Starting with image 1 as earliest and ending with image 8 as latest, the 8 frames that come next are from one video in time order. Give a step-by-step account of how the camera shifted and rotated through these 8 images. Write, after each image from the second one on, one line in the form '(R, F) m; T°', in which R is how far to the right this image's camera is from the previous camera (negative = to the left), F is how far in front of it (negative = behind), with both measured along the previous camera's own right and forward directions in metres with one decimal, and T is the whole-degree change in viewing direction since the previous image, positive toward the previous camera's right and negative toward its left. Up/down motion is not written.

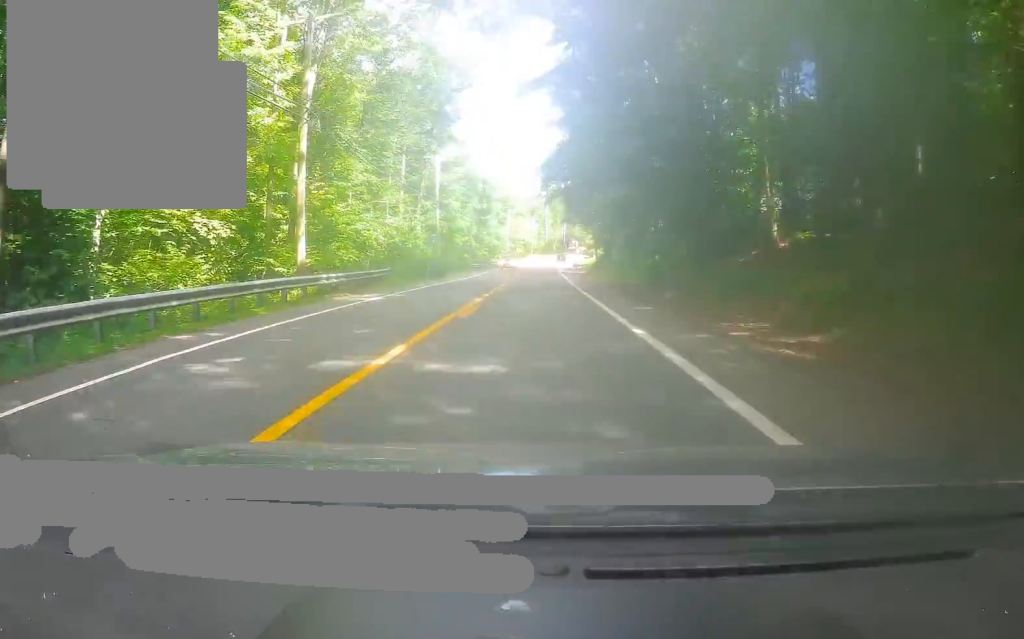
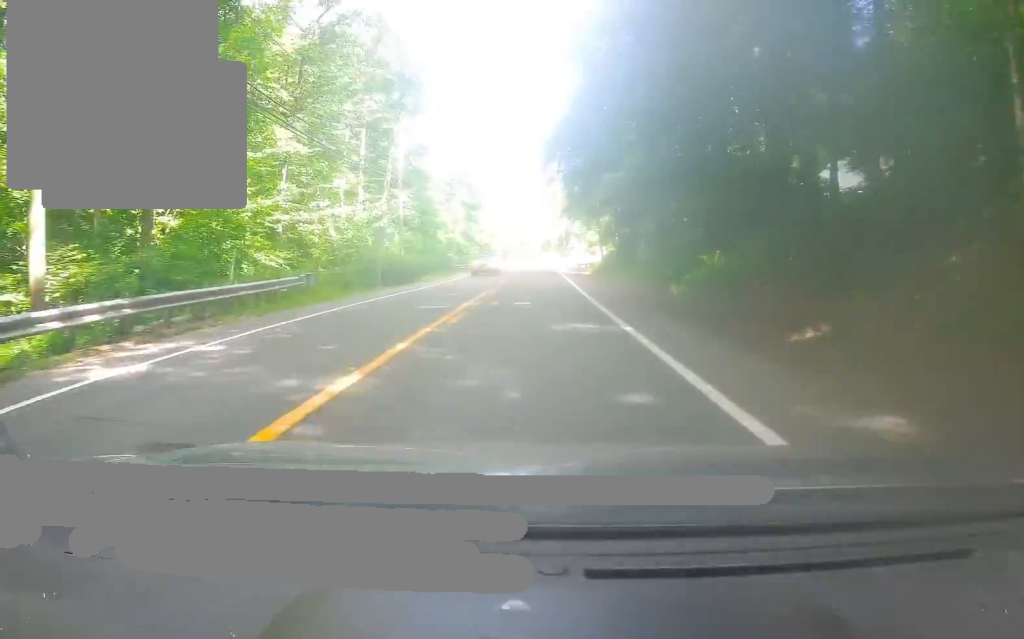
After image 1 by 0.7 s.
(-0.5, +14.9) m; -1°
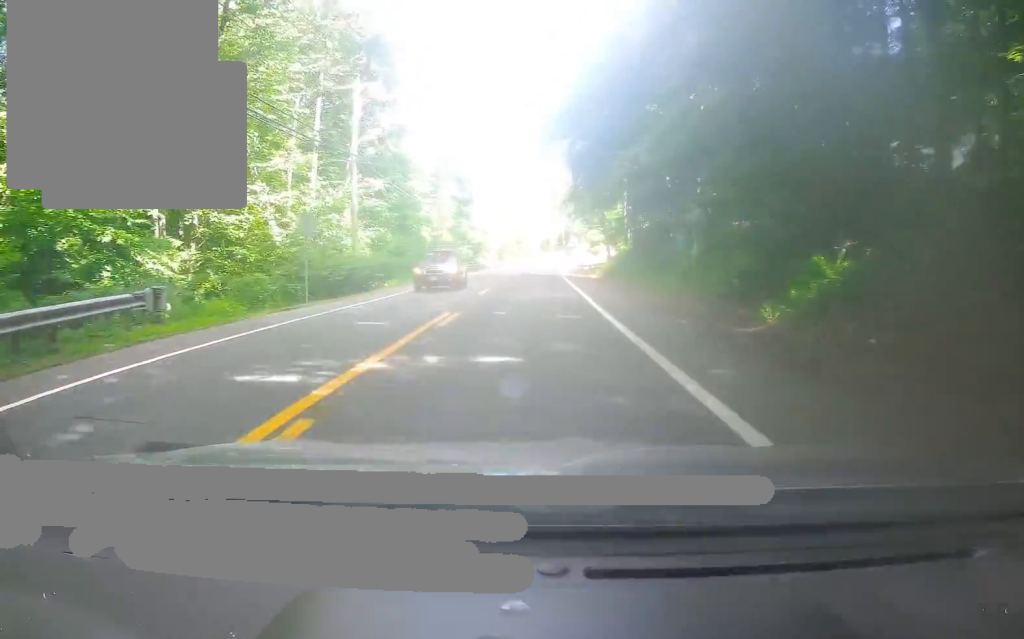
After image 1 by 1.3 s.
(0.0, +10.9) m; 0°
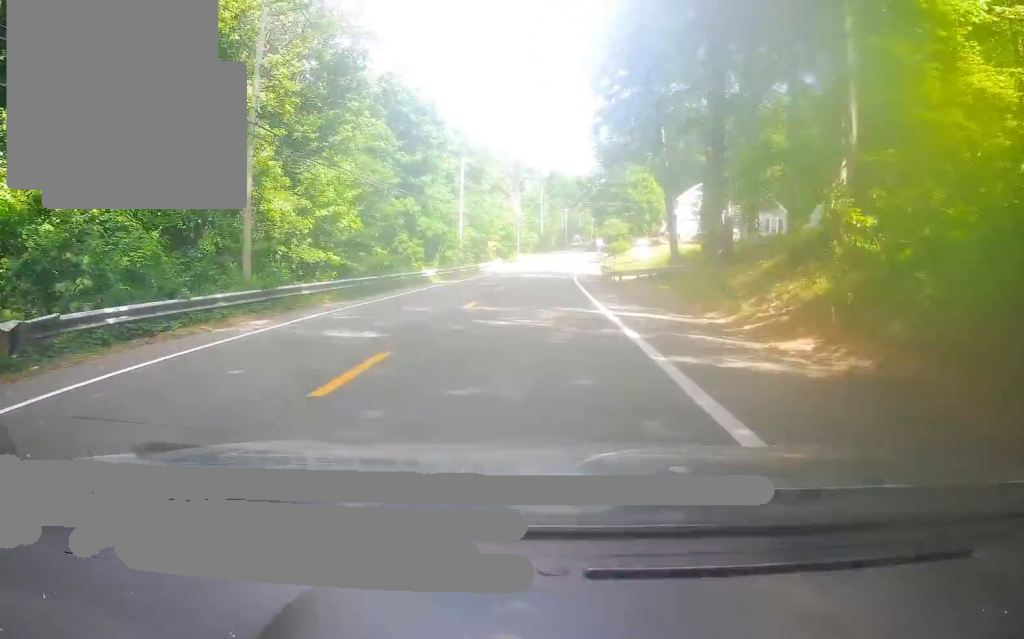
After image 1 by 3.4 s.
(-0.2, +43.1) m; 0°
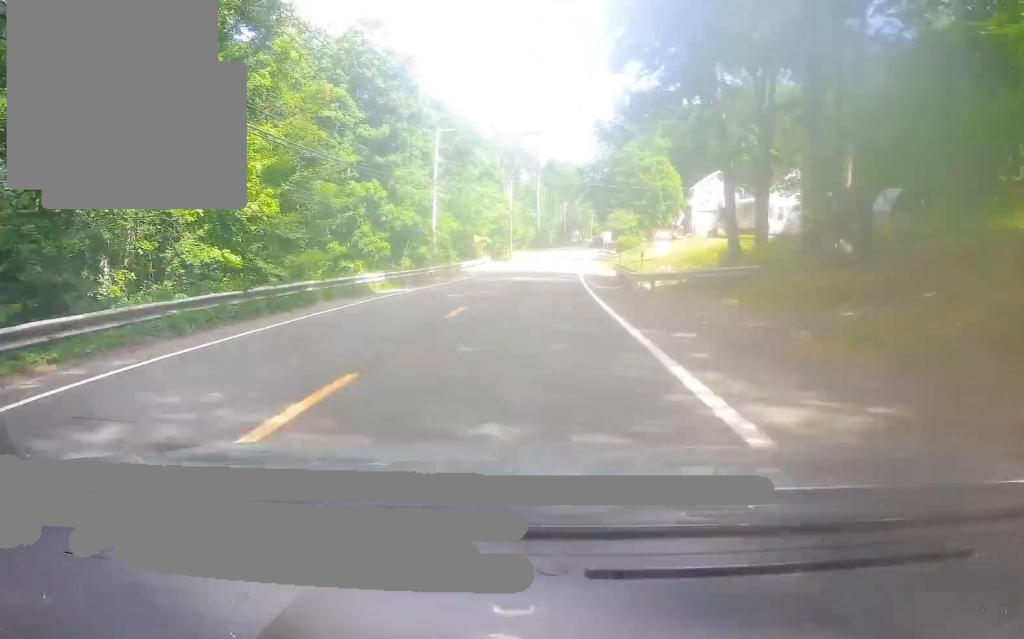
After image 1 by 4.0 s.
(-0.1, +13.7) m; +1°
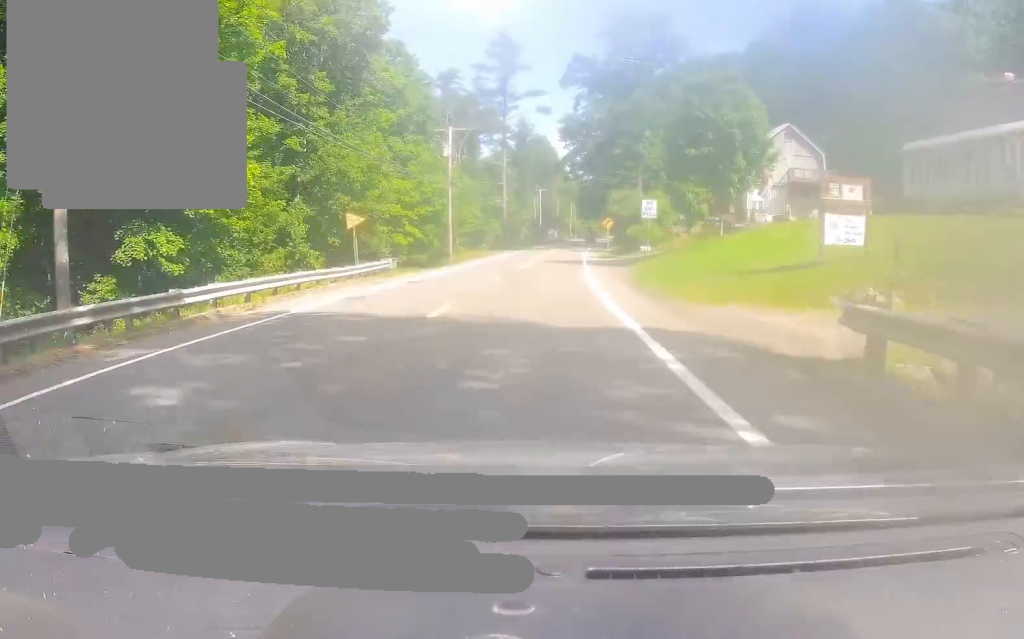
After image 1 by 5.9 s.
(+0.7, +38.8) m; +2°
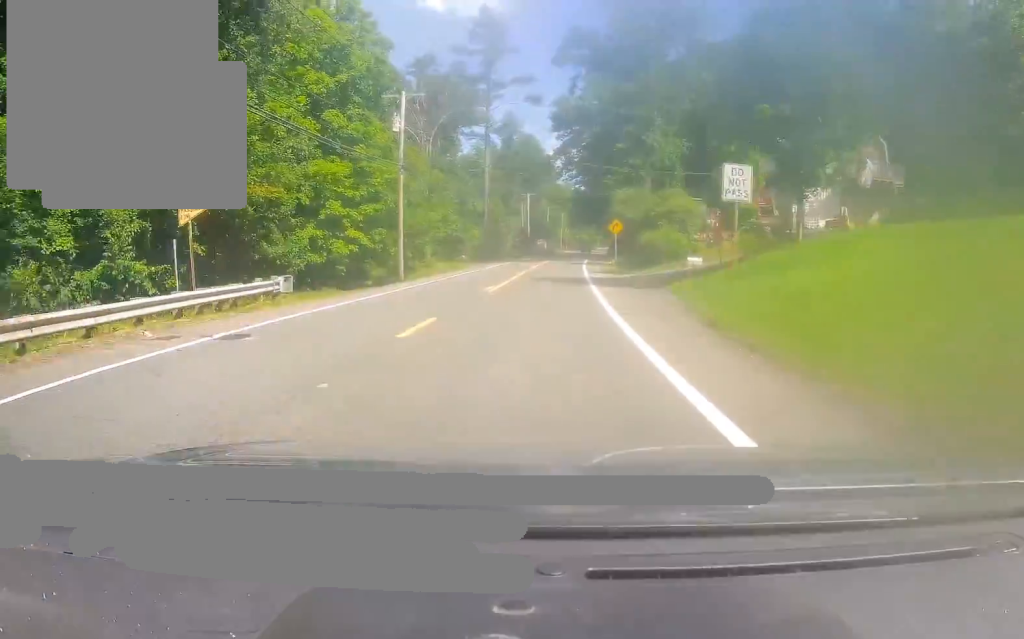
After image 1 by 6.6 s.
(+0.2, +14.6) m; 0°
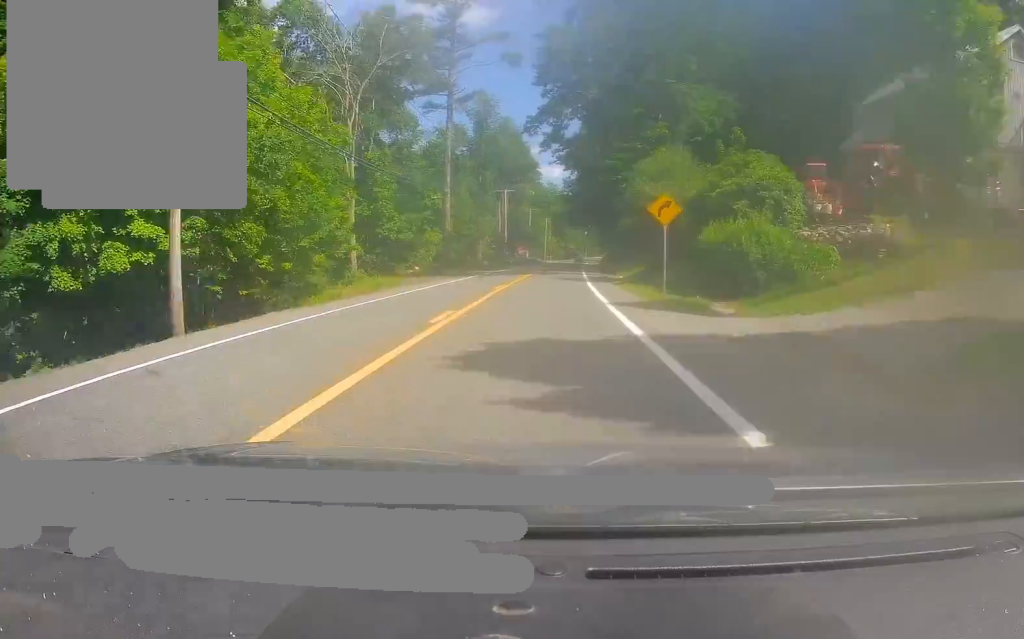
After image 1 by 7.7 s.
(+0.1, +22.9) m; +2°
